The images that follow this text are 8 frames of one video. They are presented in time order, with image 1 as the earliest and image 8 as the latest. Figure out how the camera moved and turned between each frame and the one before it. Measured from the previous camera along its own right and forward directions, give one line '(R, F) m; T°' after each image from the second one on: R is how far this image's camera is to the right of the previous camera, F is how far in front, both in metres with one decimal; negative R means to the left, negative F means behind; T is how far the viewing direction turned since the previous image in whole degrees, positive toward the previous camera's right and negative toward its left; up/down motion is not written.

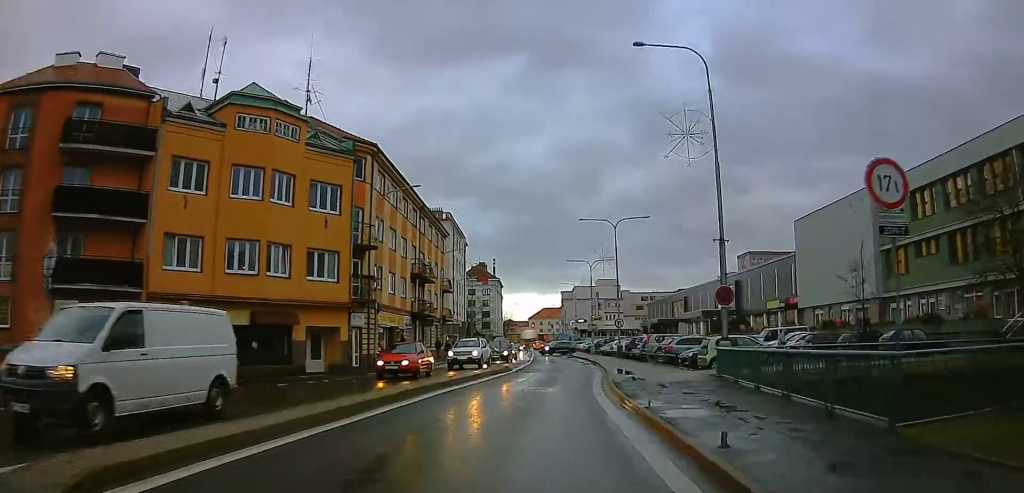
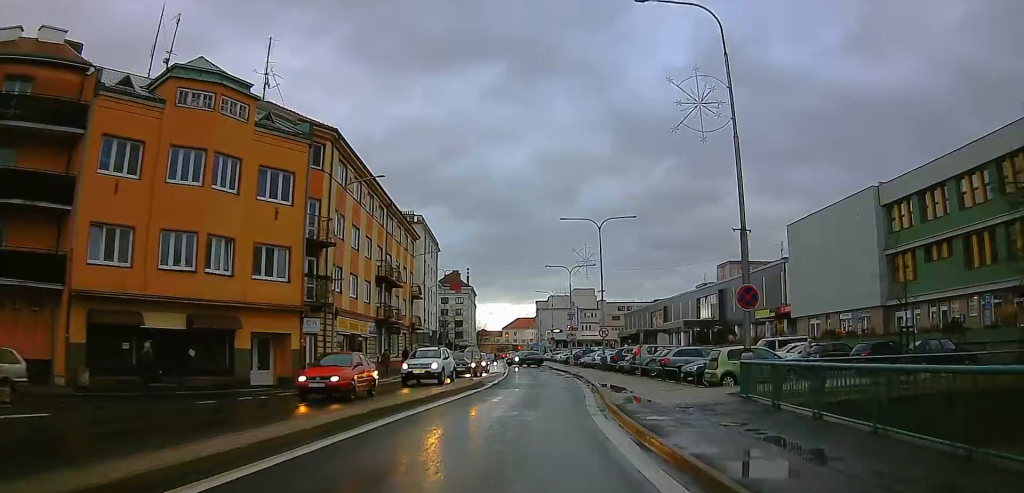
(-0.1, +3.9) m; +2°
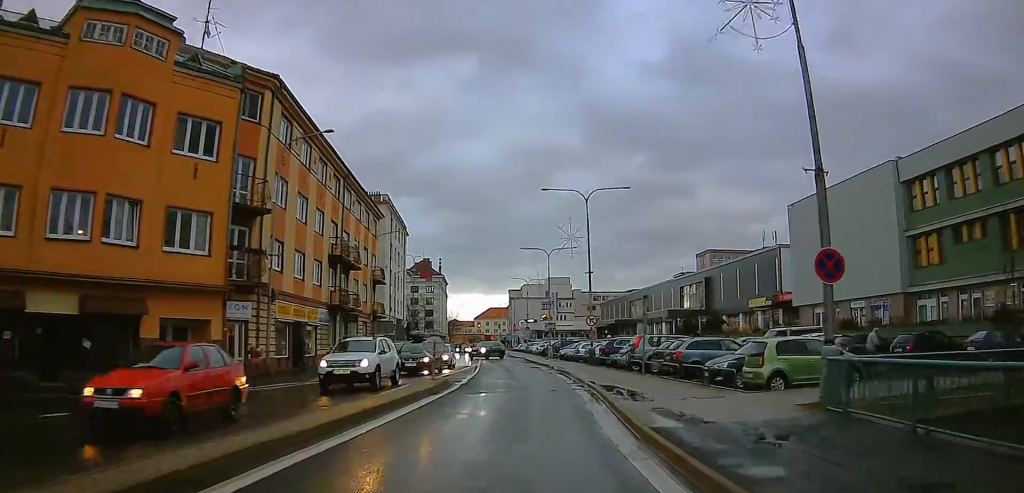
(+0.3, +5.7) m; +3°
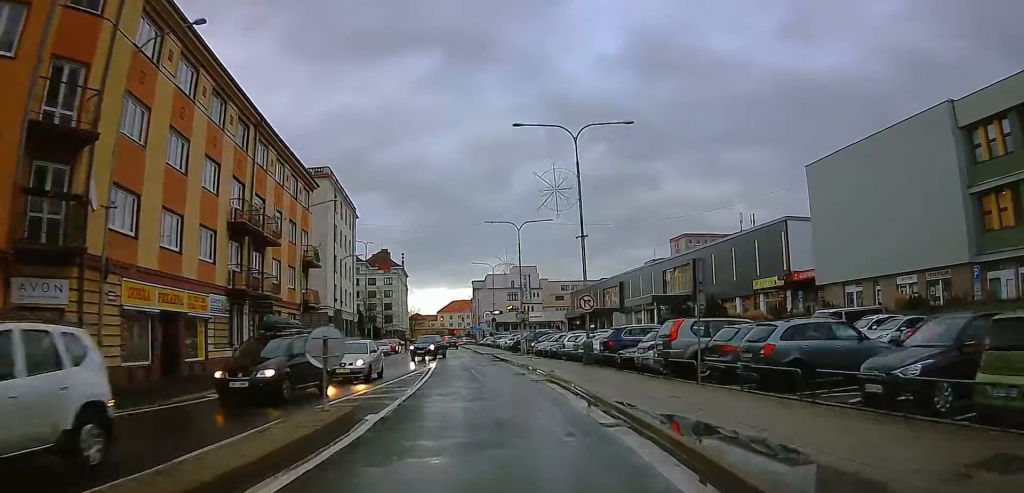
(+0.5, +10.6) m; +3°
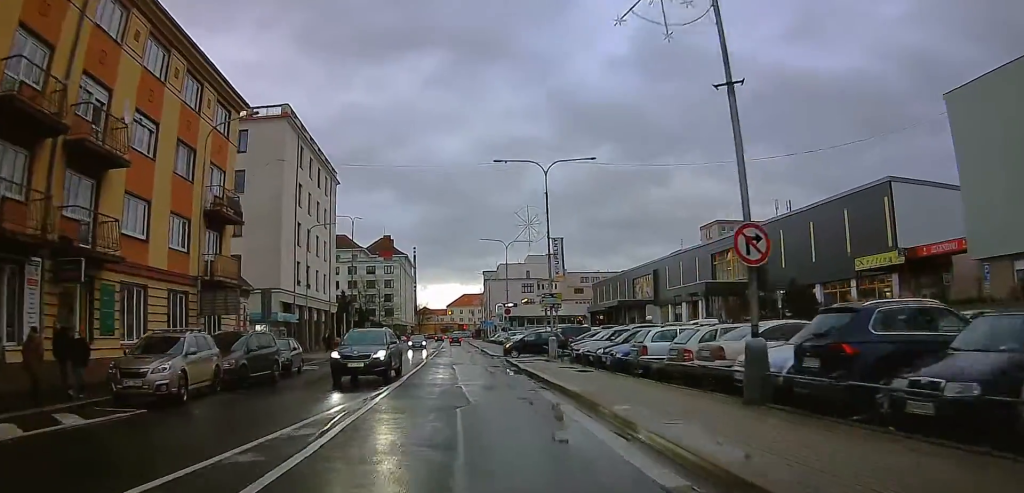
(0.0, +17.5) m; 0°
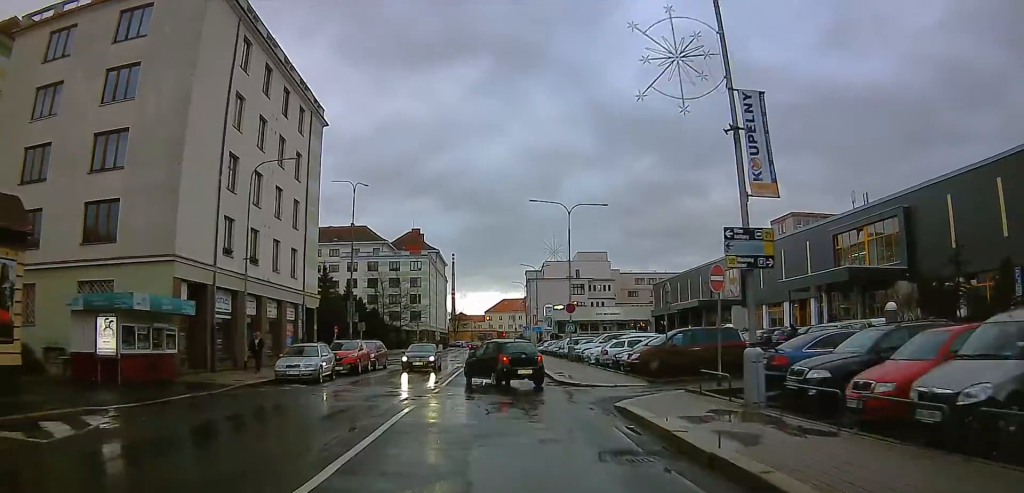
(0.0, +22.0) m; 0°
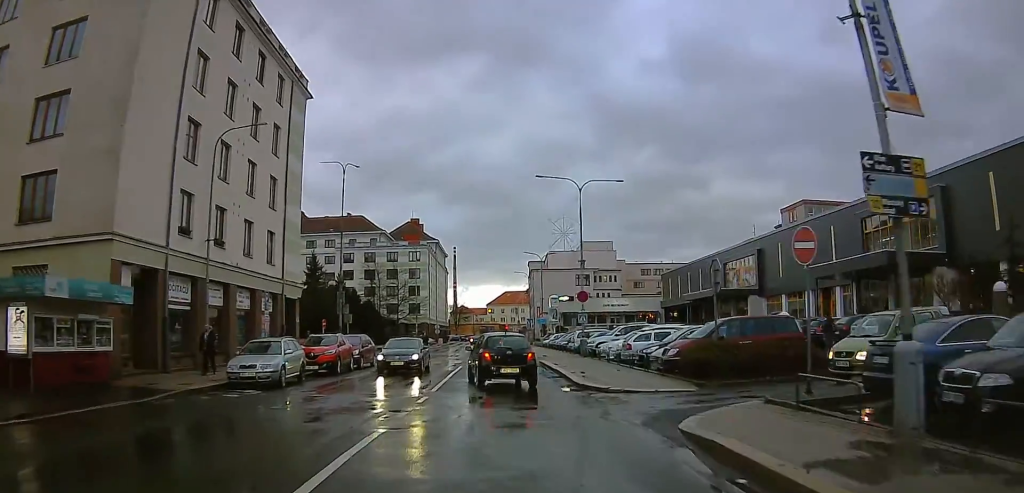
(0.0, +5.1) m; 0°
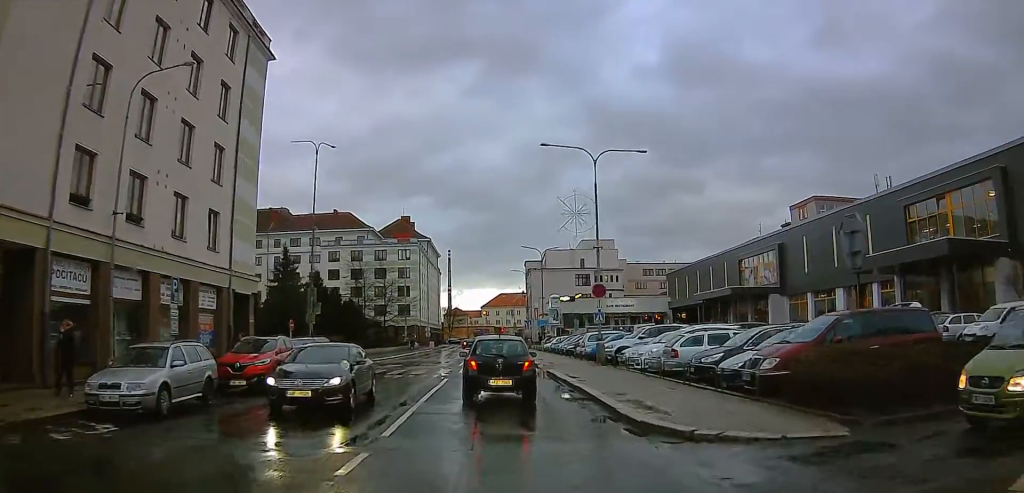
(0.0, +7.9) m; 0°
